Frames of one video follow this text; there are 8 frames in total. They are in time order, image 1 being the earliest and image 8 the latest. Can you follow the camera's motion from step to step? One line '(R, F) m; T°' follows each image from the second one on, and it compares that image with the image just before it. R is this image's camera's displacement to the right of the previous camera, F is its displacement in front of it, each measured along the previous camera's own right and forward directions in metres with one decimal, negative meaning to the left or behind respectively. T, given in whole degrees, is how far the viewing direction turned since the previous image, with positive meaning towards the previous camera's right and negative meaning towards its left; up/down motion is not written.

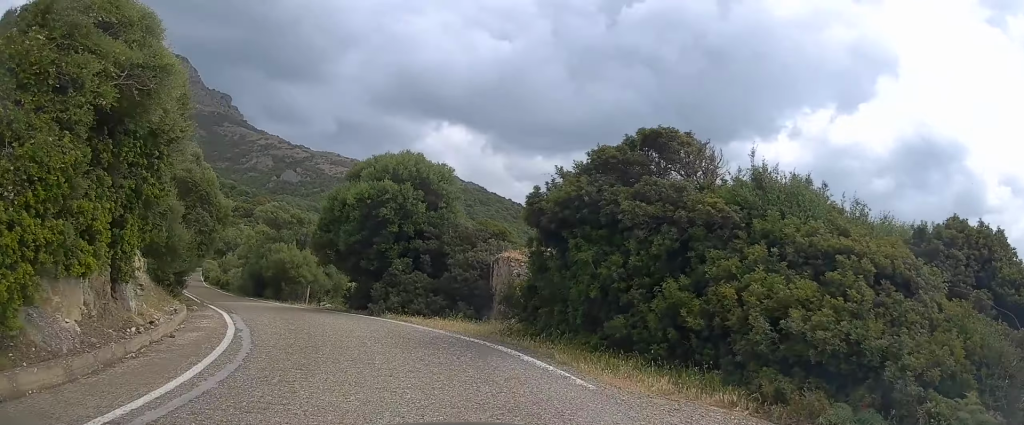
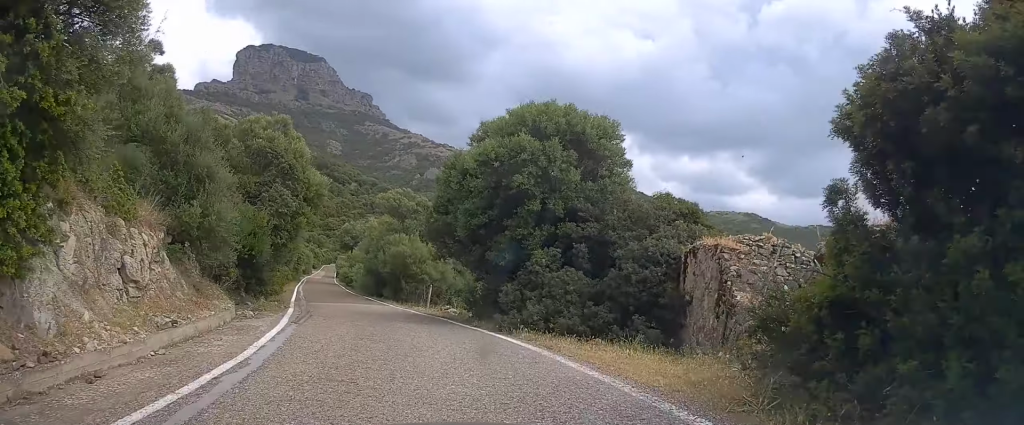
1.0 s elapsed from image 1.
(-0.7, +6.8) m; -10°
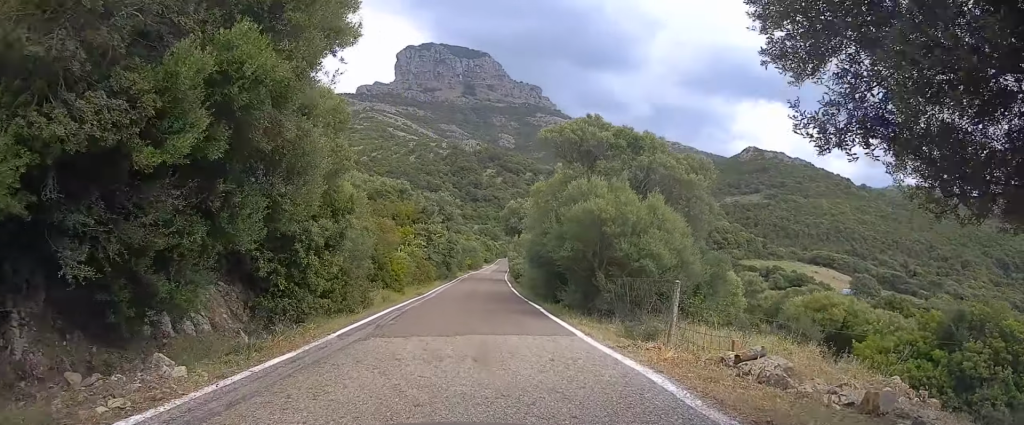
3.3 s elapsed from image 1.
(-2.3, +17.8) m; -13°
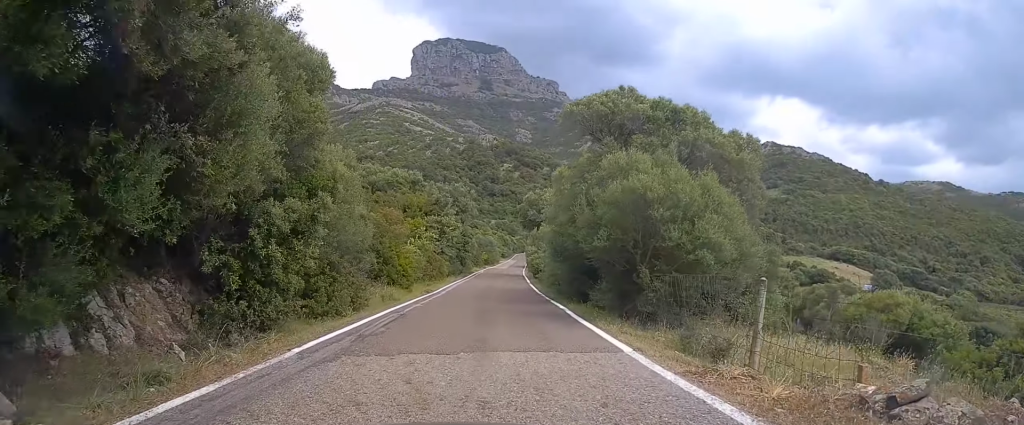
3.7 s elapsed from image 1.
(-0.1, +3.4) m; -1°
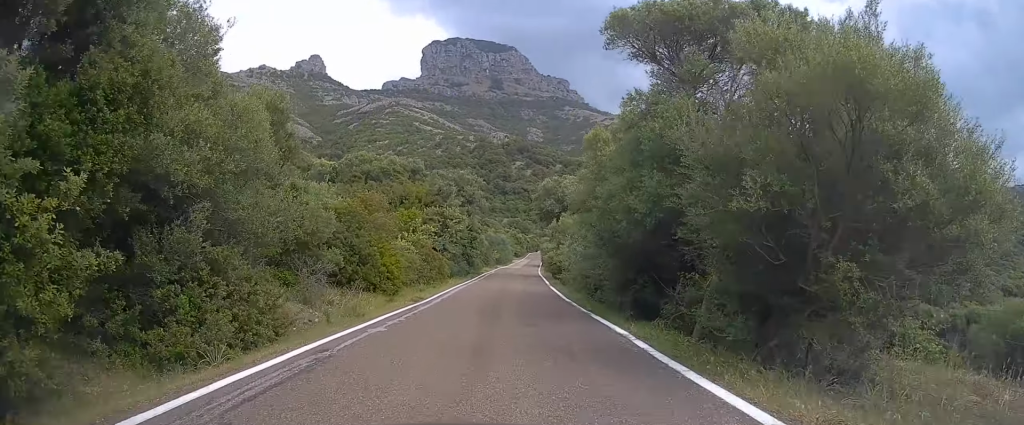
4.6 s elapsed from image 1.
(-0.2, +7.8) m; -2°
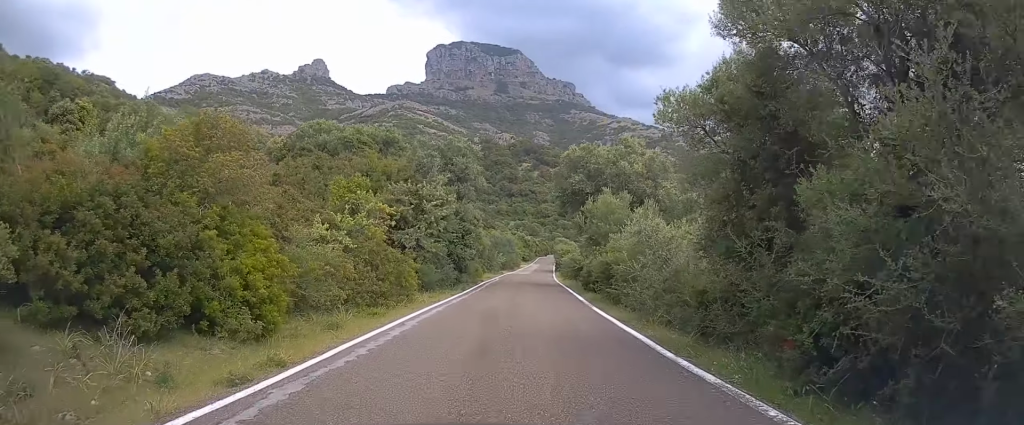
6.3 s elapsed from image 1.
(0.0, +15.0) m; -1°
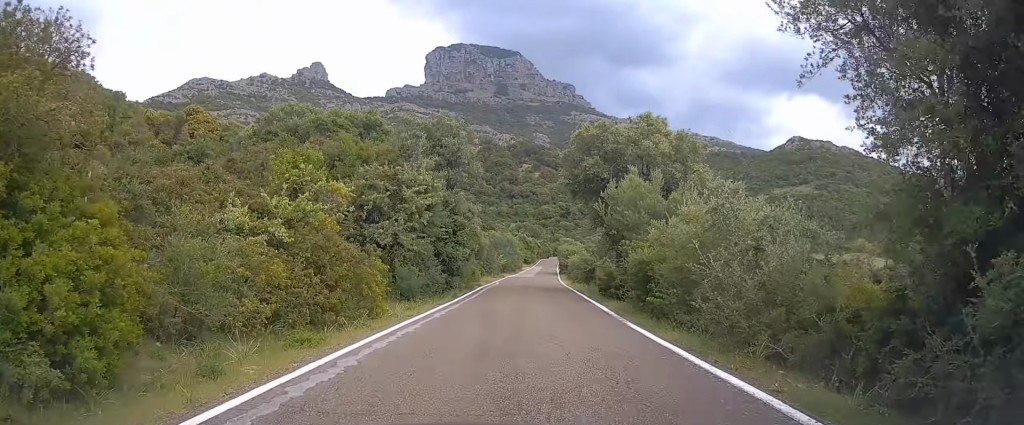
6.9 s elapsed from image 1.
(0.0, +5.7) m; 0°
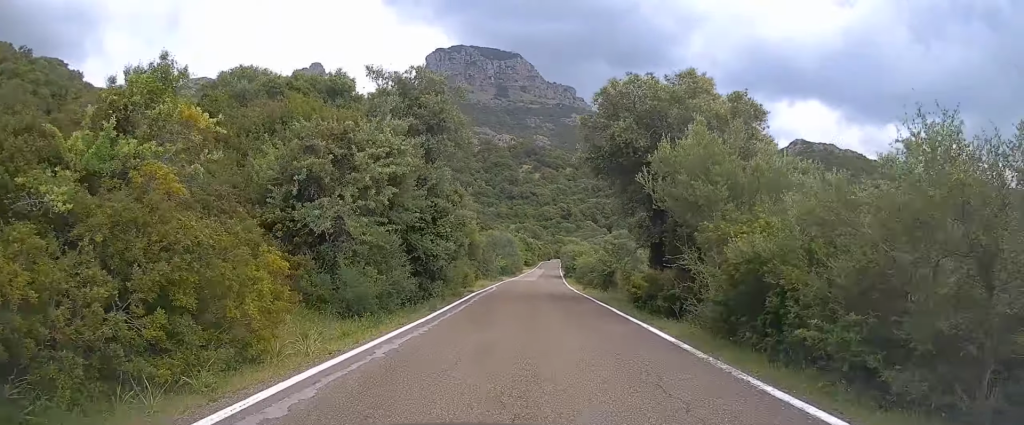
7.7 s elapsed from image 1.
(0.0, +7.3) m; +1°
